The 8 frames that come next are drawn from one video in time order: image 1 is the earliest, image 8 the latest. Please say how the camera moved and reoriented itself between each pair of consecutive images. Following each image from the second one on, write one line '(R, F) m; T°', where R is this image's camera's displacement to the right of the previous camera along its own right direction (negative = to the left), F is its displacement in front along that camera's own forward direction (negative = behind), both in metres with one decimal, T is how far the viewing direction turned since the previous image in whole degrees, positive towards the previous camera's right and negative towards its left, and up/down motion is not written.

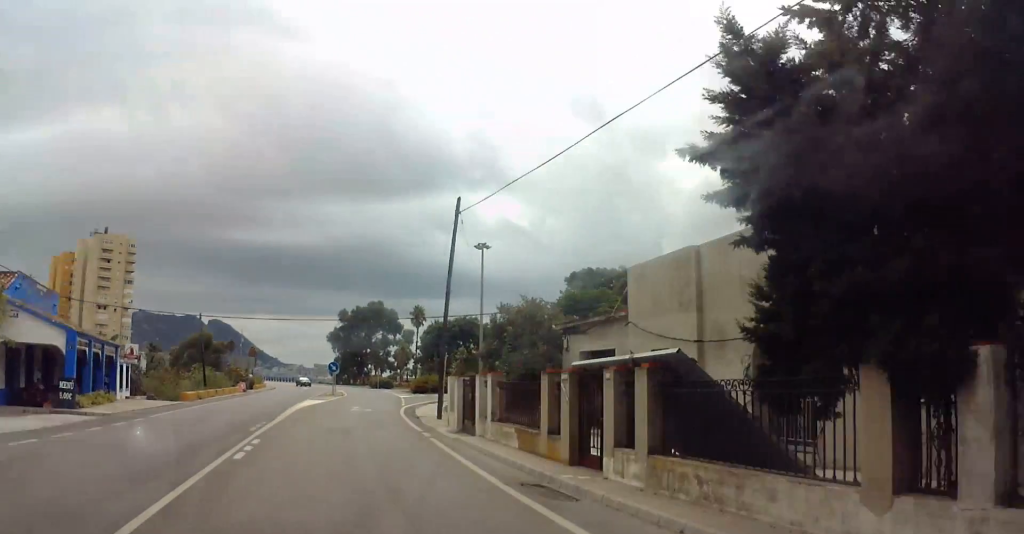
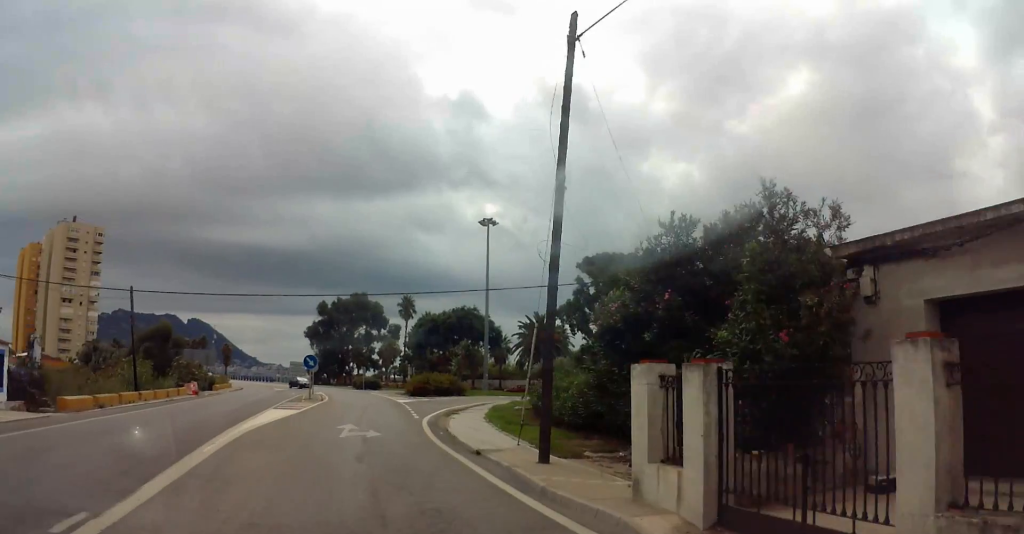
(-0.2, +14.1) m; -1°
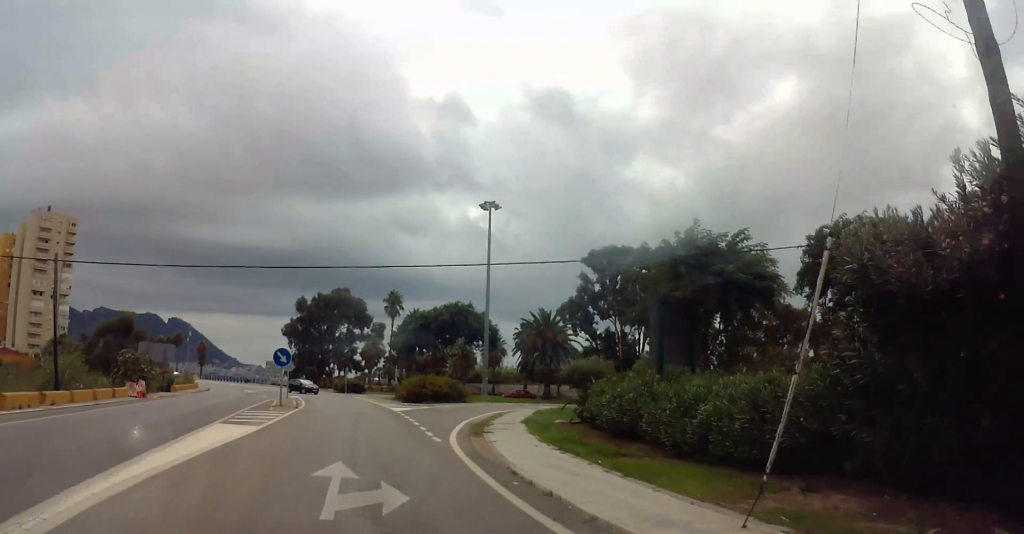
(0.0, +9.8) m; +2°
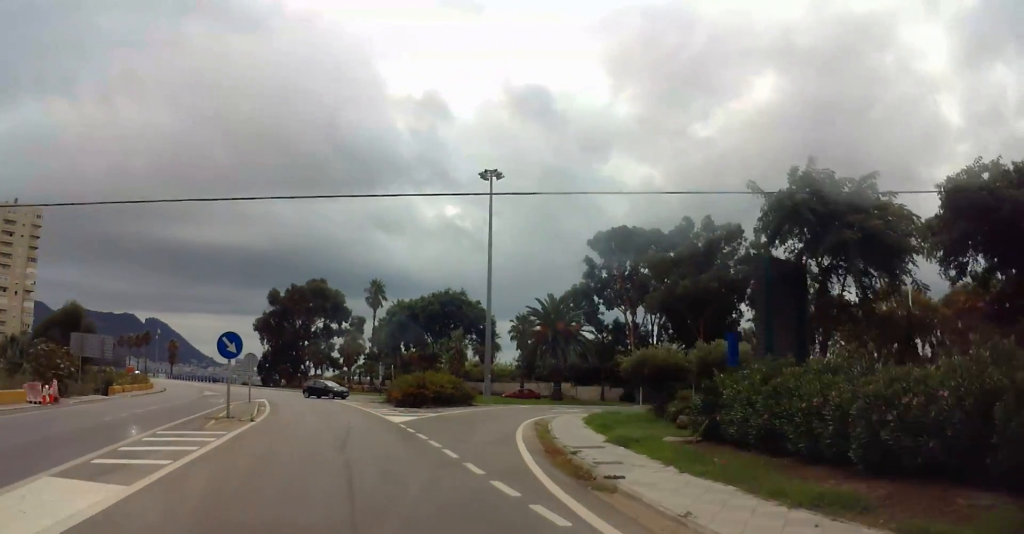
(+0.4, +10.5) m; +2°
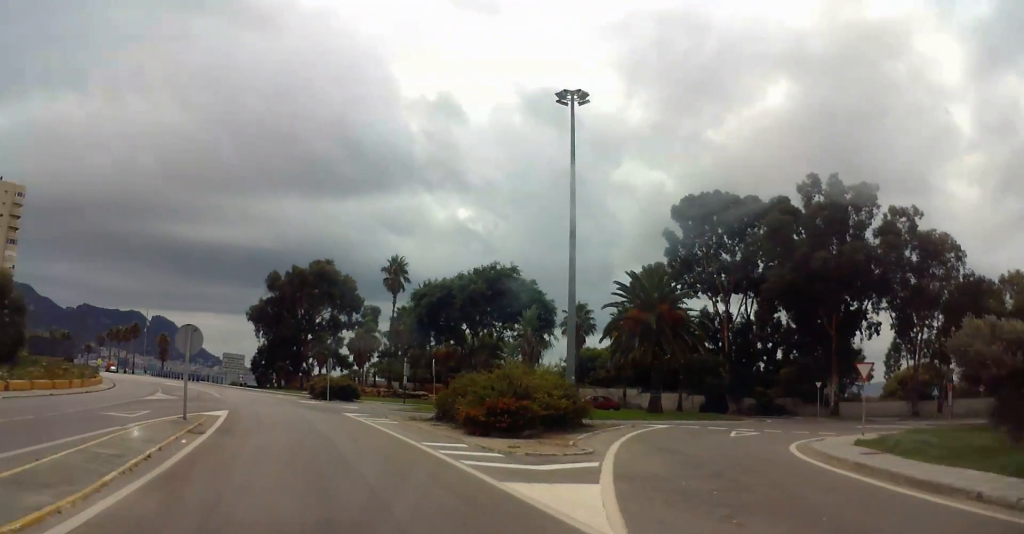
(0.0, +19.3) m; -1°
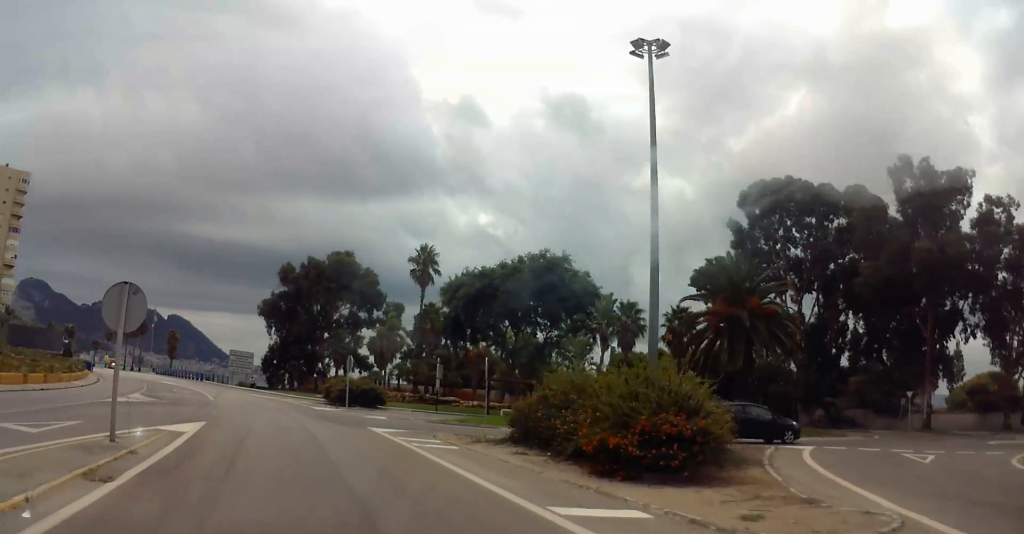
(-0.1, +7.7) m; -1°
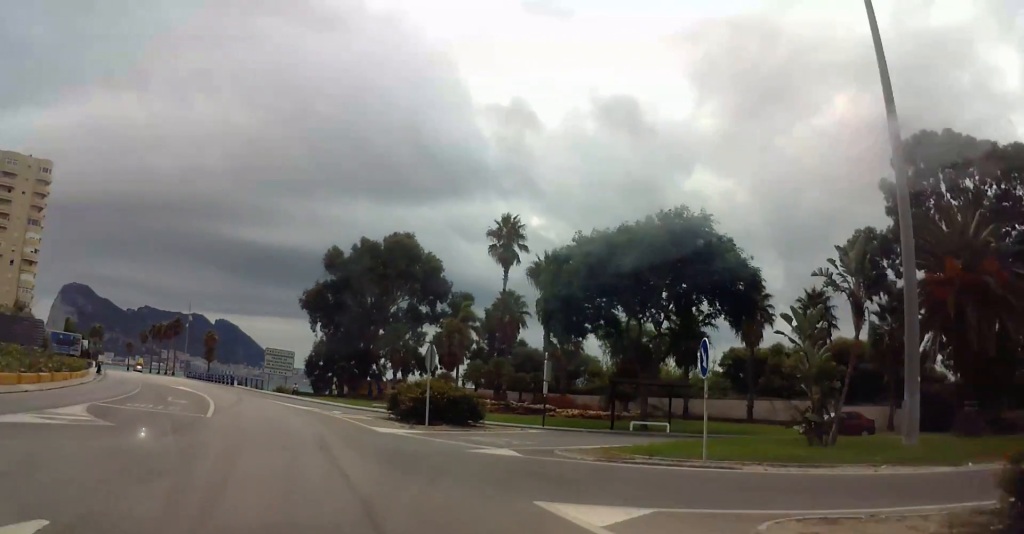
(-0.5, +13.2) m; -7°
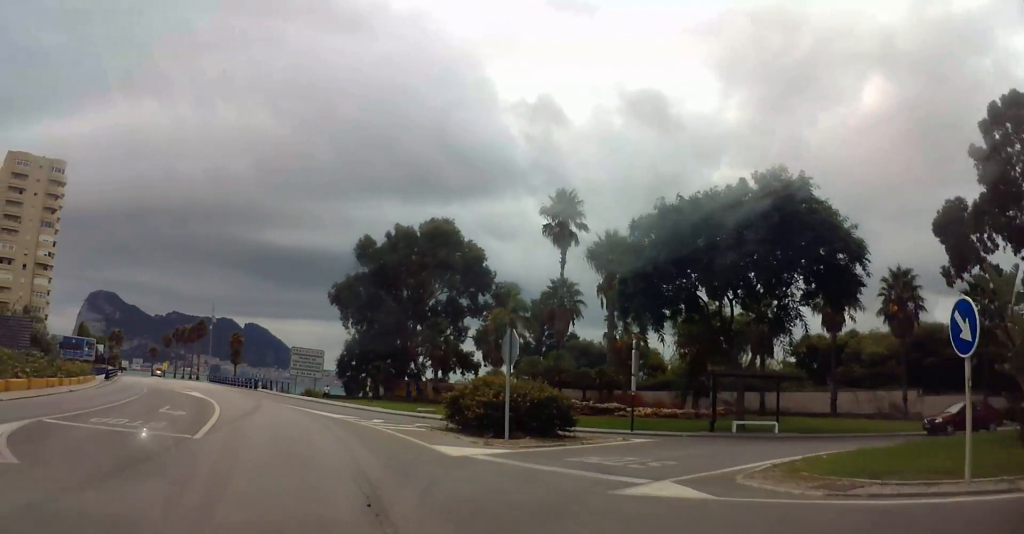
(-0.4, +6.4) m; -4°
